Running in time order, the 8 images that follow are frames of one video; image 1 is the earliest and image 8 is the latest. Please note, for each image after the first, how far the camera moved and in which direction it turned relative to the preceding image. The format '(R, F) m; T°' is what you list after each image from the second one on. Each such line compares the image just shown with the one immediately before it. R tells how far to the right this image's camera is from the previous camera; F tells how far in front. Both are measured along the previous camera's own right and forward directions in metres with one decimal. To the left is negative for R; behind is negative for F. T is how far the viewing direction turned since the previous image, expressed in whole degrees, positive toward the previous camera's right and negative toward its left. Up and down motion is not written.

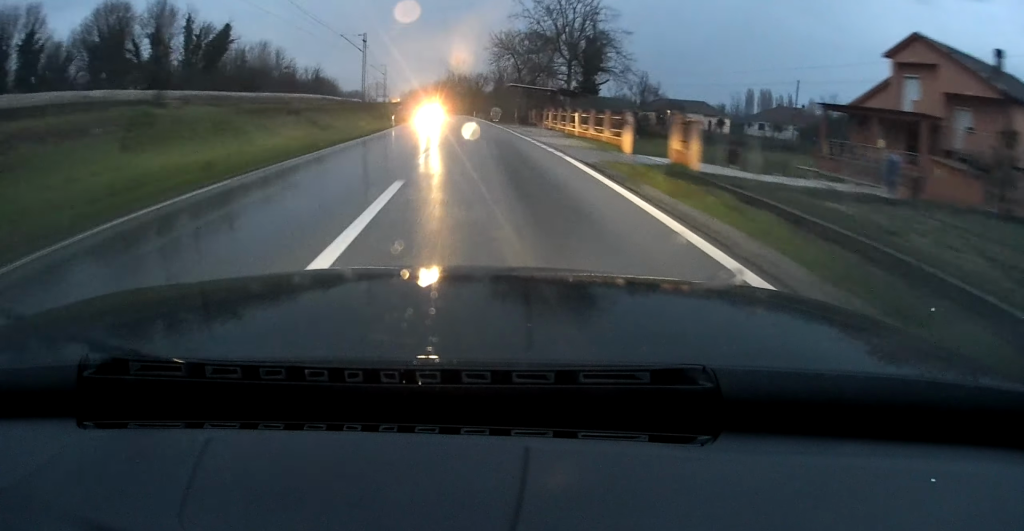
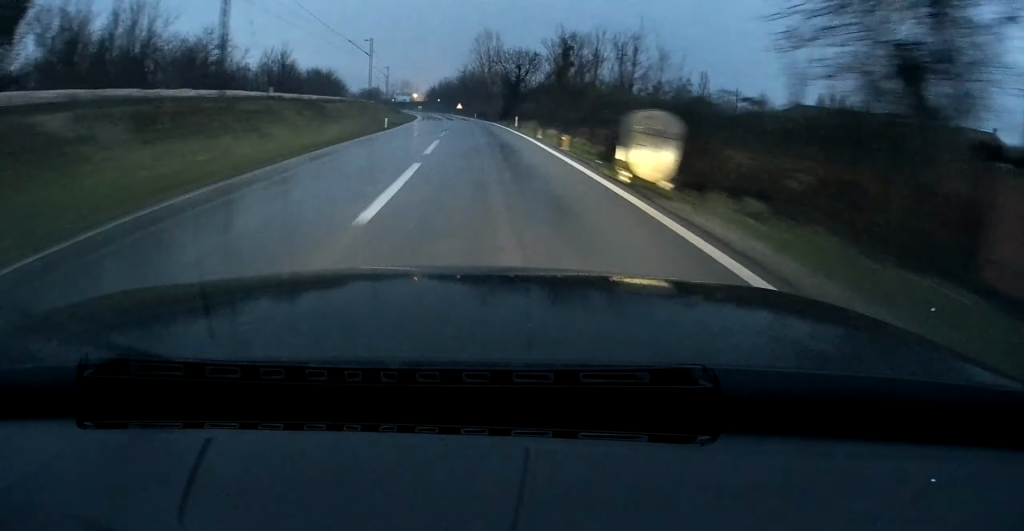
(-1.0, +46.5) m; -3°
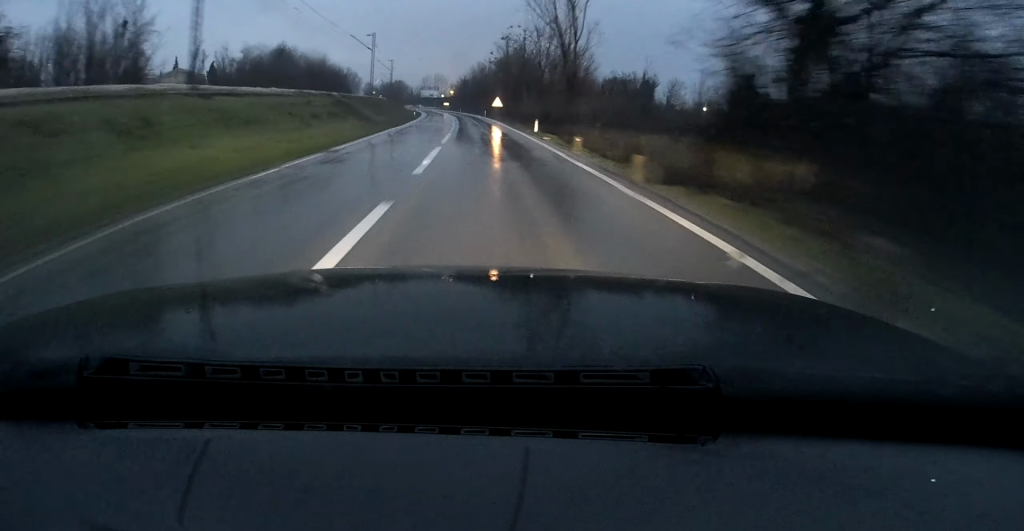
(-1.7, +55.6) m; -3°
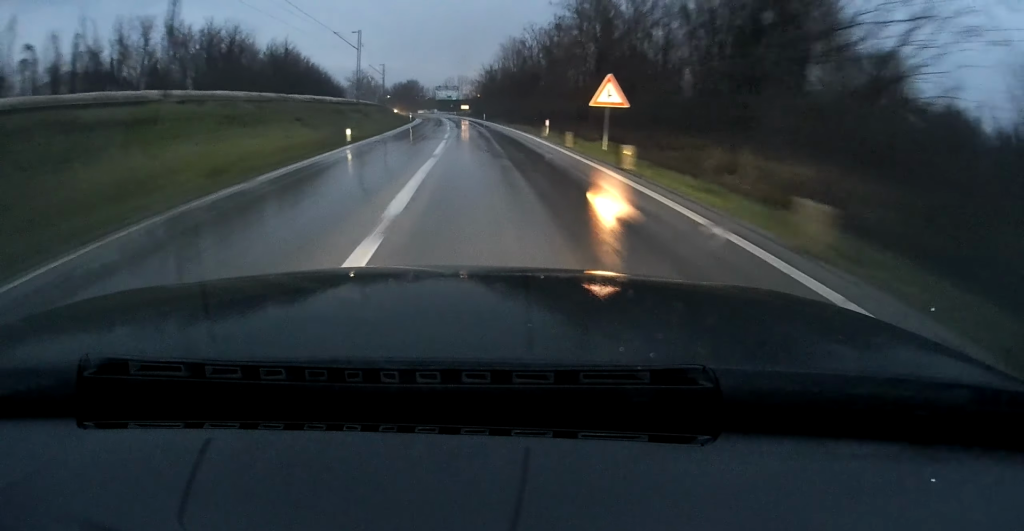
(-1.4, +54.7) m; -3°
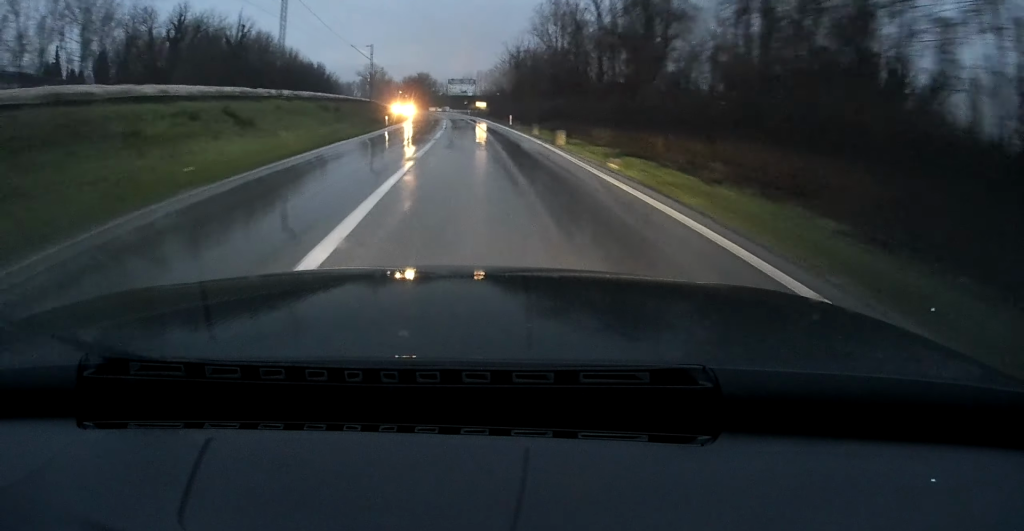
(-0.3, +31.9) m; -2°
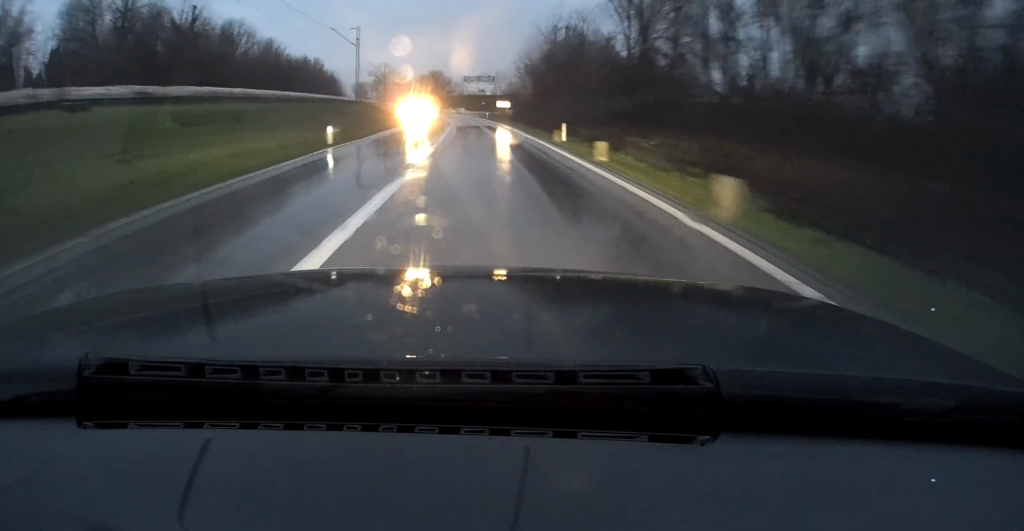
(-0.3, +22.1) m; -1°
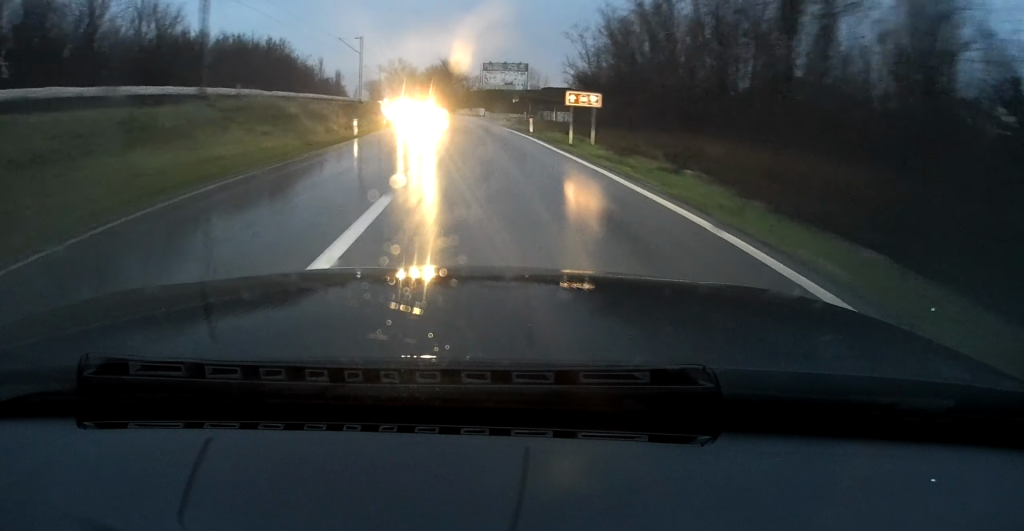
(-1.0, +42.5) m; -3°
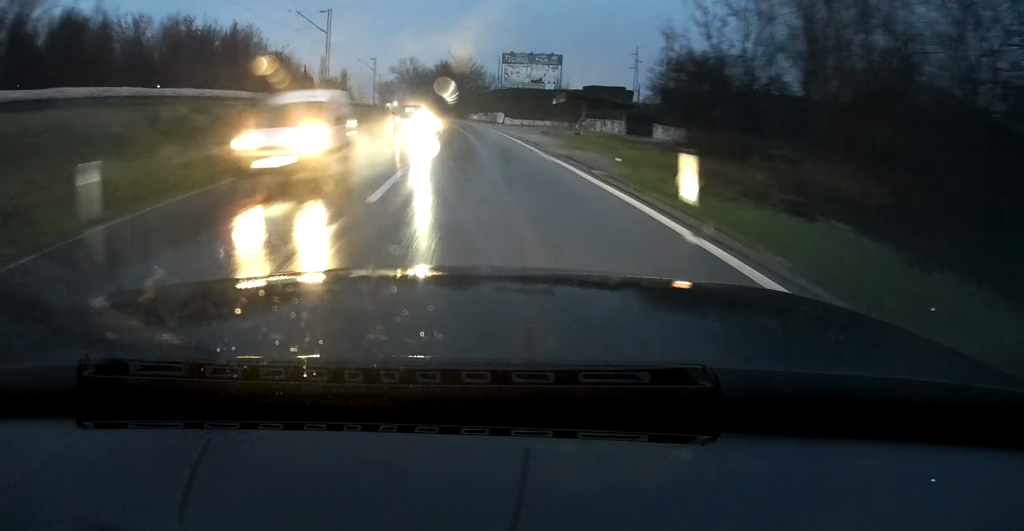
(-0.2, +24.3) m; -1°
